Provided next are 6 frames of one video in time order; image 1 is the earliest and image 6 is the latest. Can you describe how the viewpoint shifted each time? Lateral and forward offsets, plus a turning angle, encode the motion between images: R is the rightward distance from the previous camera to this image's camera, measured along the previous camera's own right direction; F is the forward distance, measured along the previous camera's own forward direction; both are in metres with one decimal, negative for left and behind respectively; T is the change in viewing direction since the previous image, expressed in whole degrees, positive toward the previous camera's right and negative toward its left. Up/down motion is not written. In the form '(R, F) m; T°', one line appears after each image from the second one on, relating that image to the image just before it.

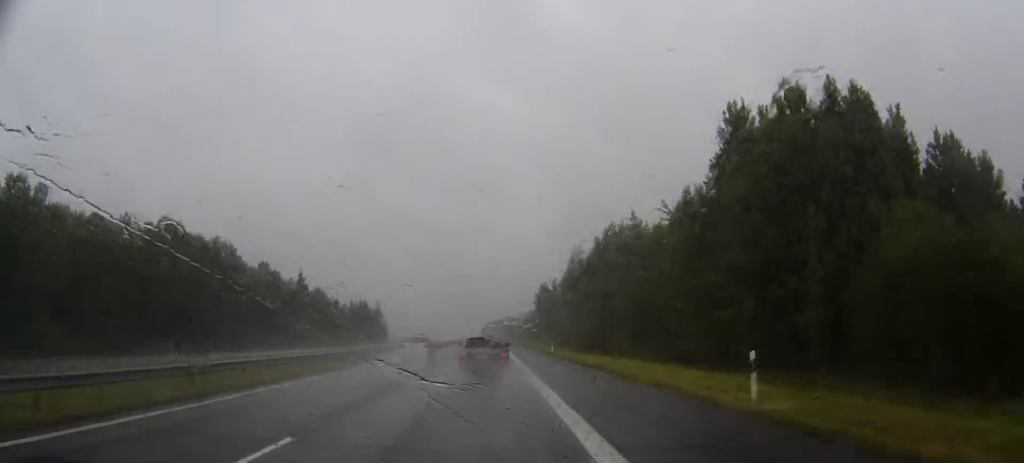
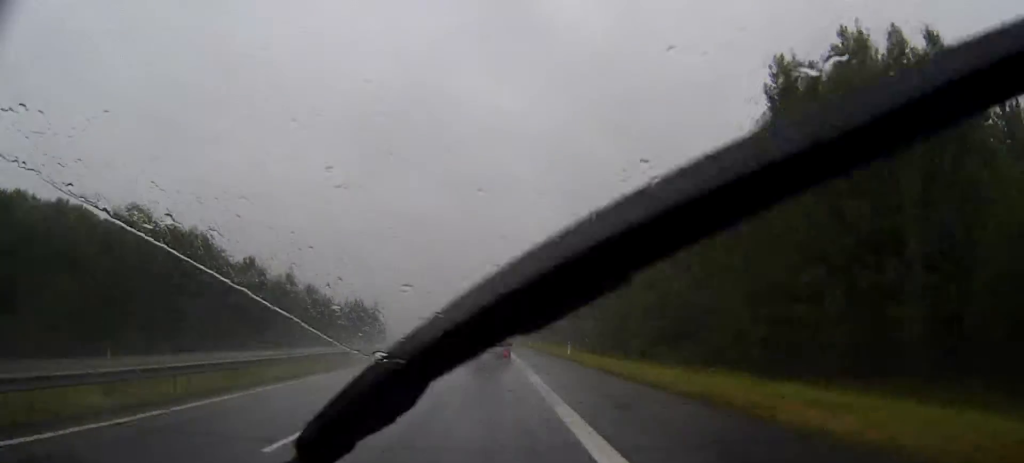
(0.0, +13.1) m; 0°
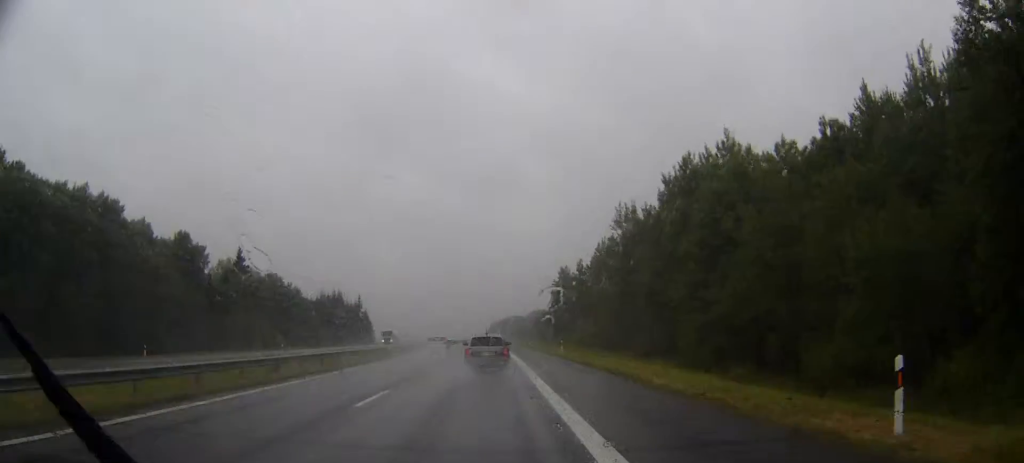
(-0.2, +42.2) m; 0°
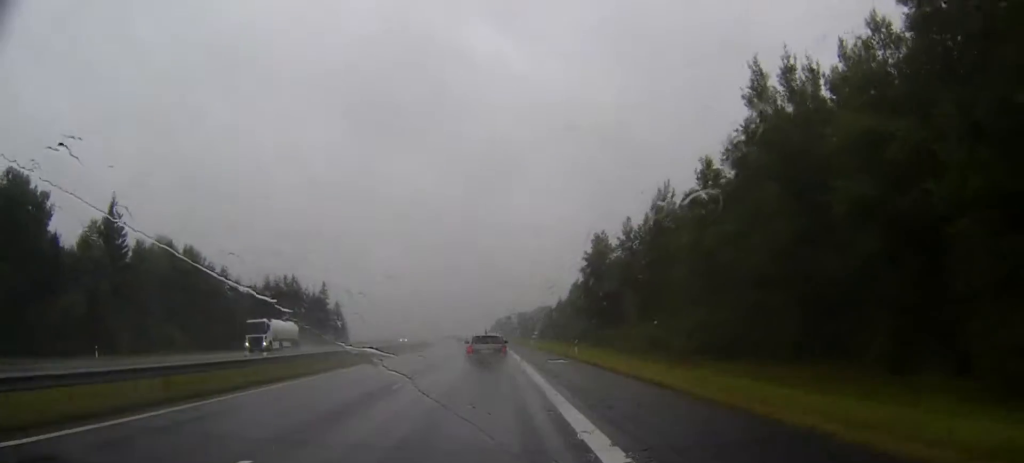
(-0.2, +58.1) m; 0°
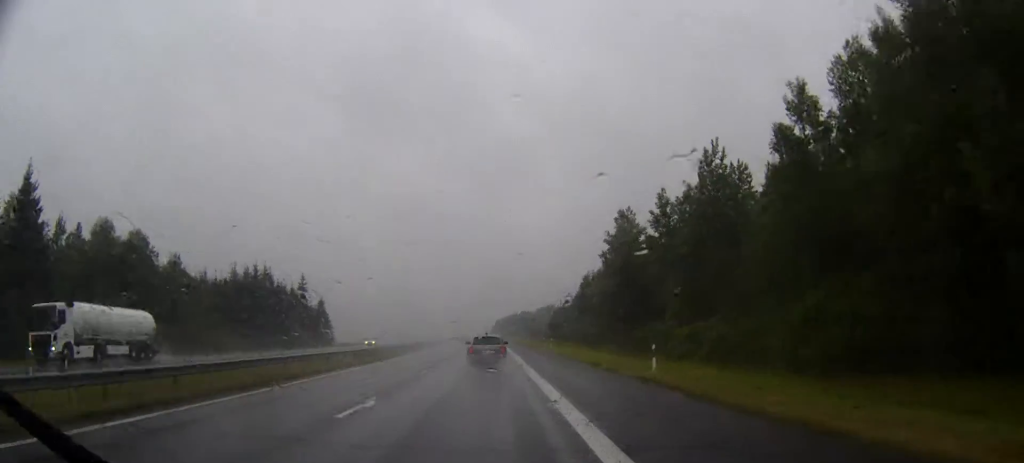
(0.0, +23.4) m; 0°
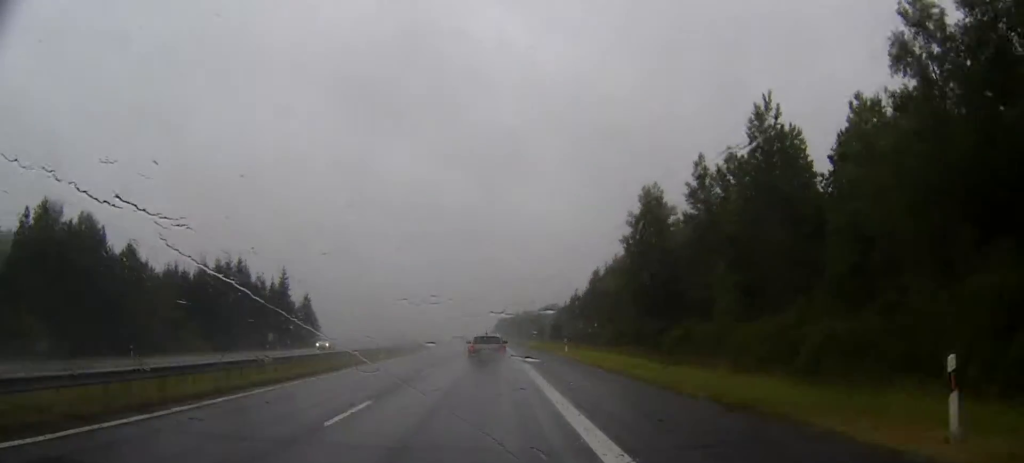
(0.0, +16.9) m; 0°
